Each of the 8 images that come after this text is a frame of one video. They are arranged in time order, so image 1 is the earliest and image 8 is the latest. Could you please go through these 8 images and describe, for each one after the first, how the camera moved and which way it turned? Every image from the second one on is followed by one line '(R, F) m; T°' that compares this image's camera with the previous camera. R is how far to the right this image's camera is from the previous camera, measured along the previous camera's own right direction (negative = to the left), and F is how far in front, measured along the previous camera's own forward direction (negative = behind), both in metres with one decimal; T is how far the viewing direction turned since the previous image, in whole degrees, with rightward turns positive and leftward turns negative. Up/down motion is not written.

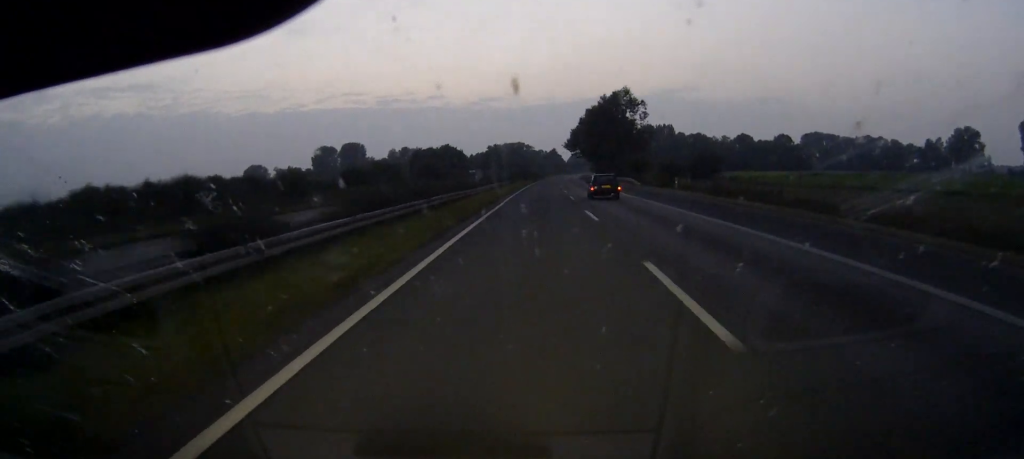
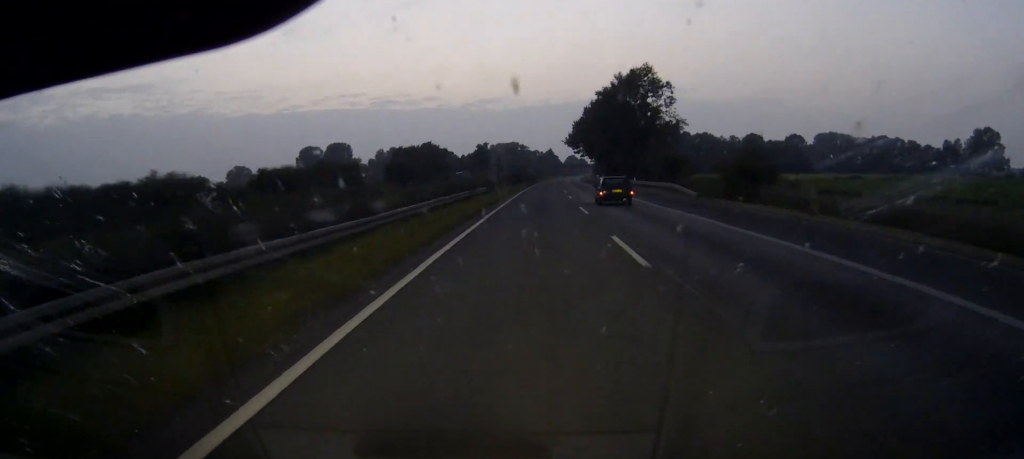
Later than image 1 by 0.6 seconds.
(+0.2, +29.7) m; 0°
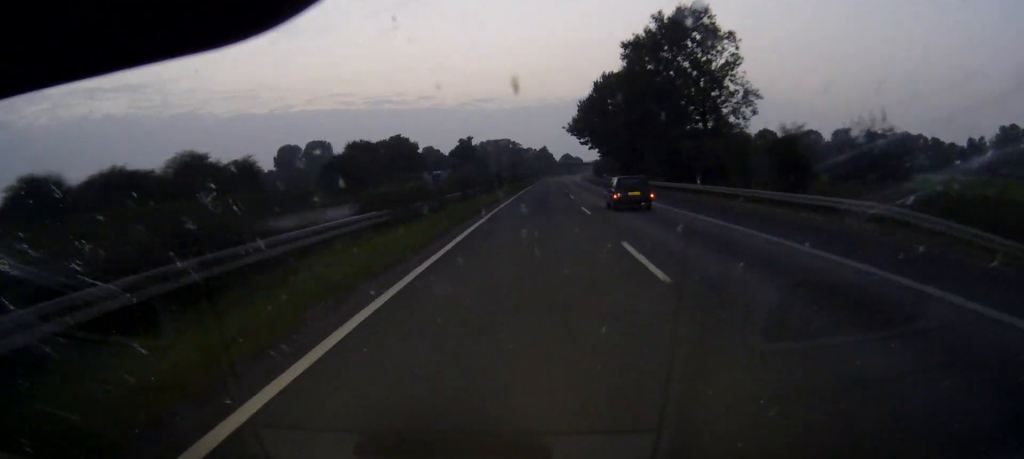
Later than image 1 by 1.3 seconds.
(+0.2, +36.7) m; 0°
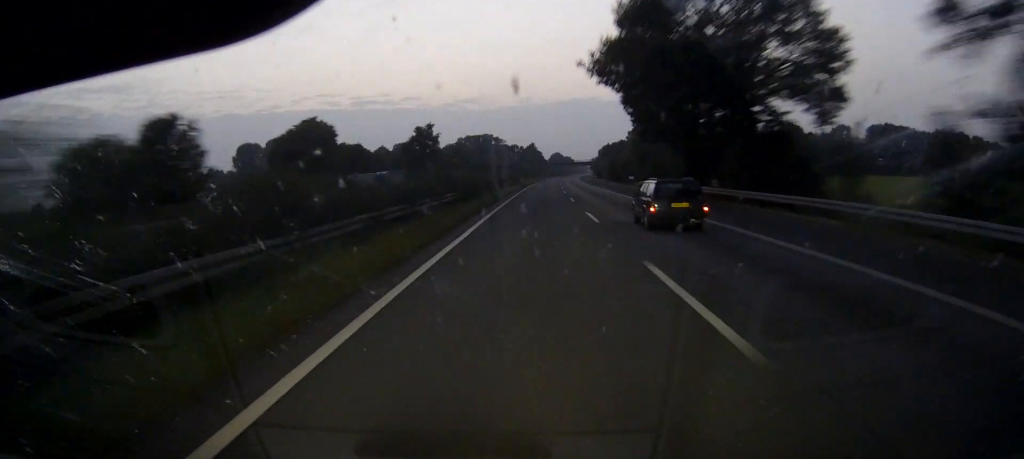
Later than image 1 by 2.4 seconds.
(+0.3, +57.8) m; +1°
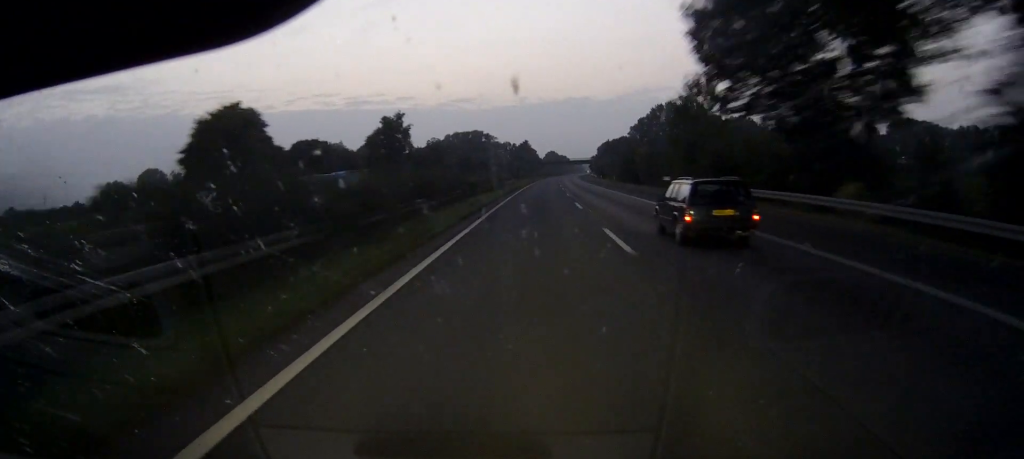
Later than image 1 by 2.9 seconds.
(0.0, +28.1) m; 0°
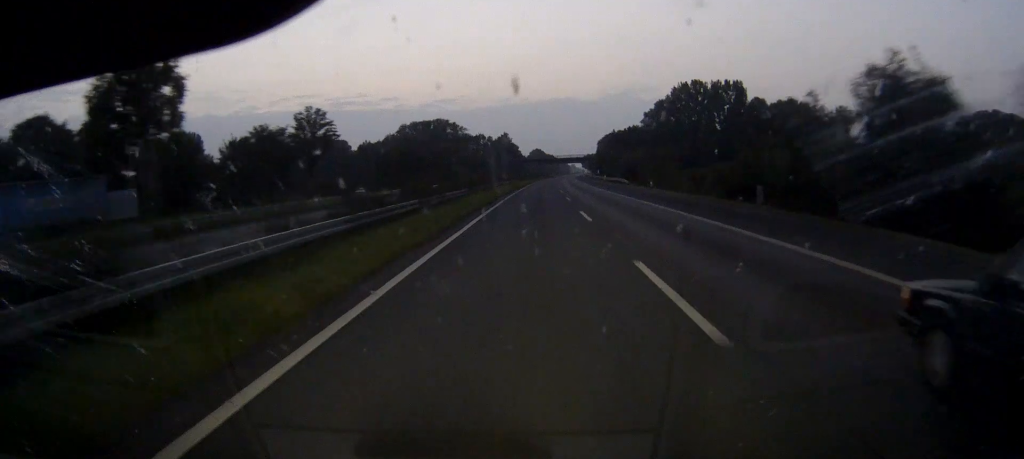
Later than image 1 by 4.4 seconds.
(+1.1, +79.4) m; +1°
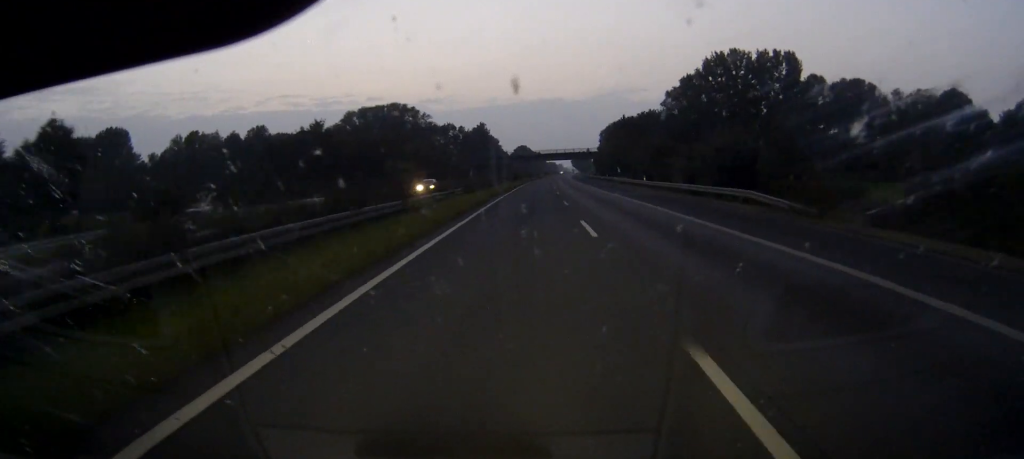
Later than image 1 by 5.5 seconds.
(+0.6, +60.2) m; +1°
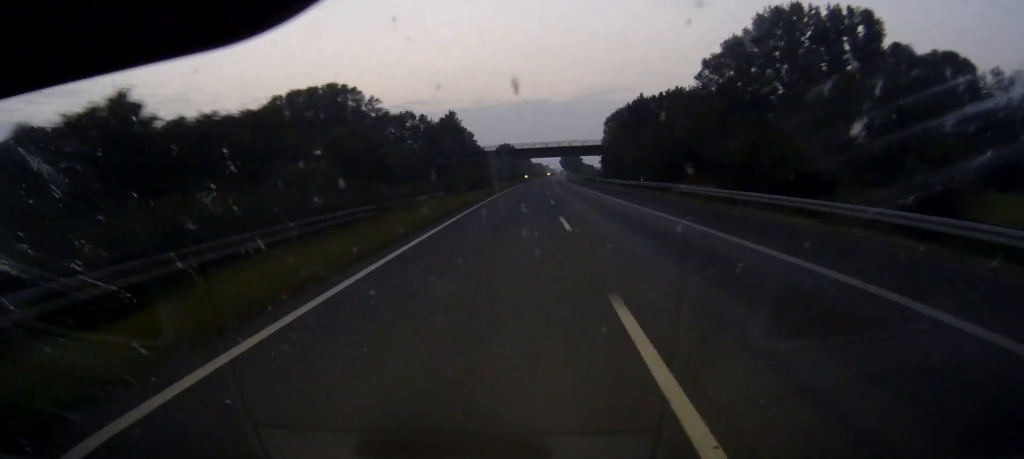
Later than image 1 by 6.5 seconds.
(+0.4, +51.5) m; +1°
